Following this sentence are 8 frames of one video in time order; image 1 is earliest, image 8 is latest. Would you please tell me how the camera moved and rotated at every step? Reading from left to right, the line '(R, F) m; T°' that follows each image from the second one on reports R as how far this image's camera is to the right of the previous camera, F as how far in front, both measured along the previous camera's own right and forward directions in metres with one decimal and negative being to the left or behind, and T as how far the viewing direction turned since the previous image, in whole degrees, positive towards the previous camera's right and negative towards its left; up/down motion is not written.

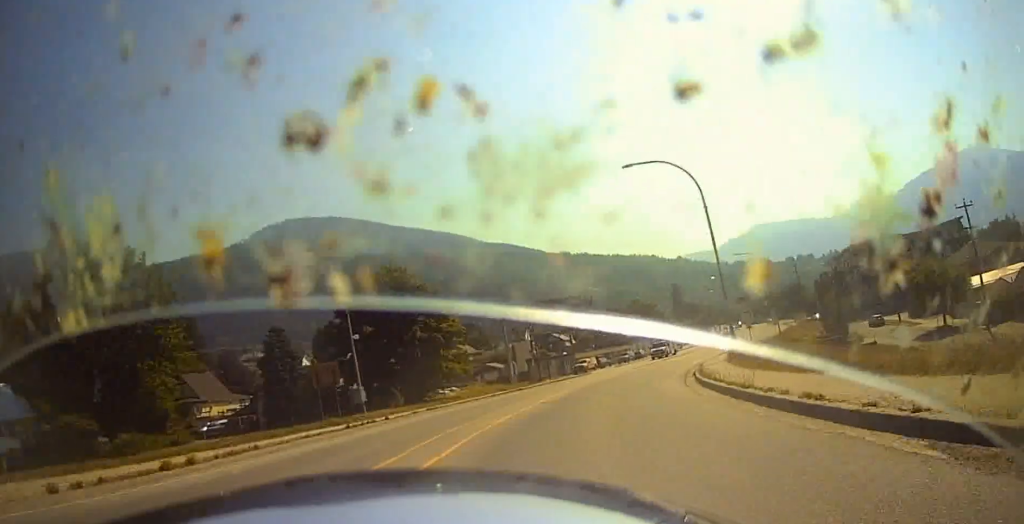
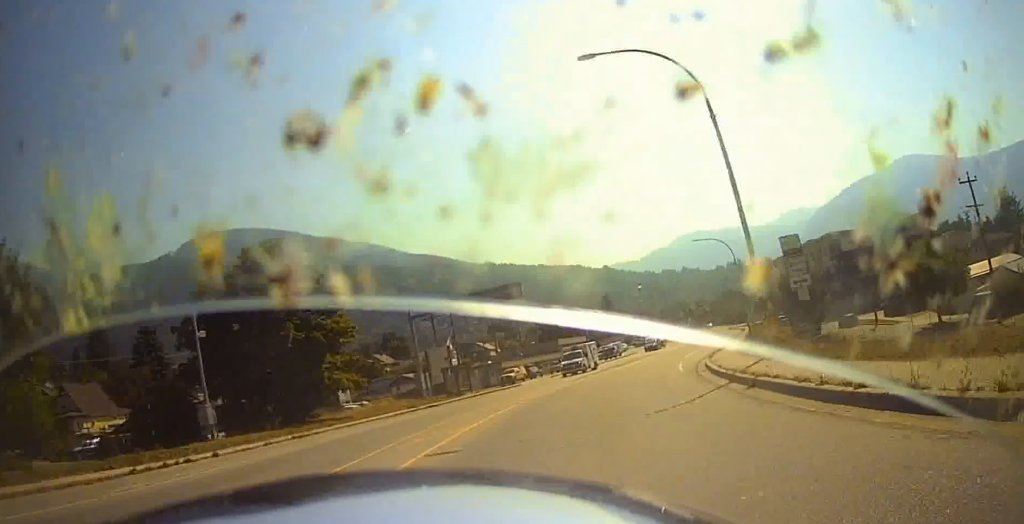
(+1.2, +11.8) m; +8°
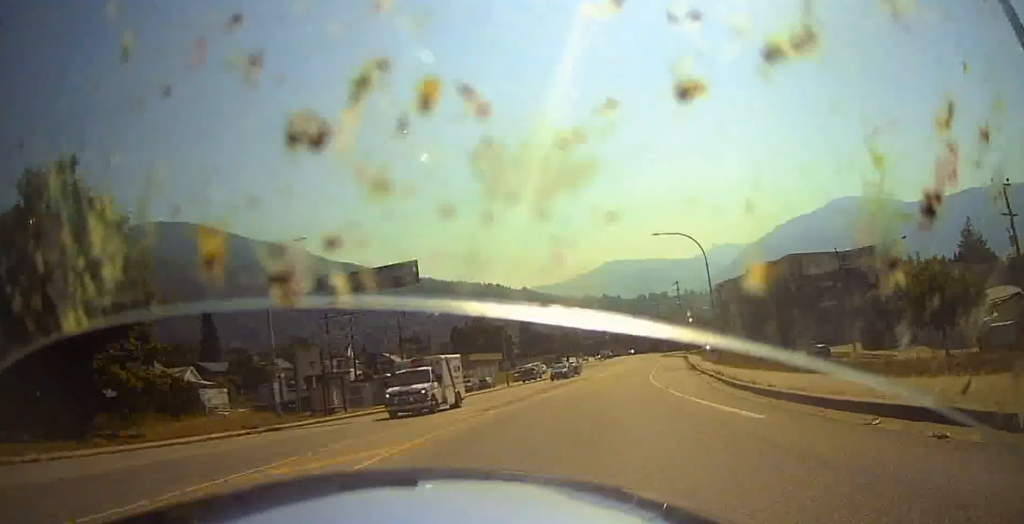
(+1.2, +15.2) m; +6°
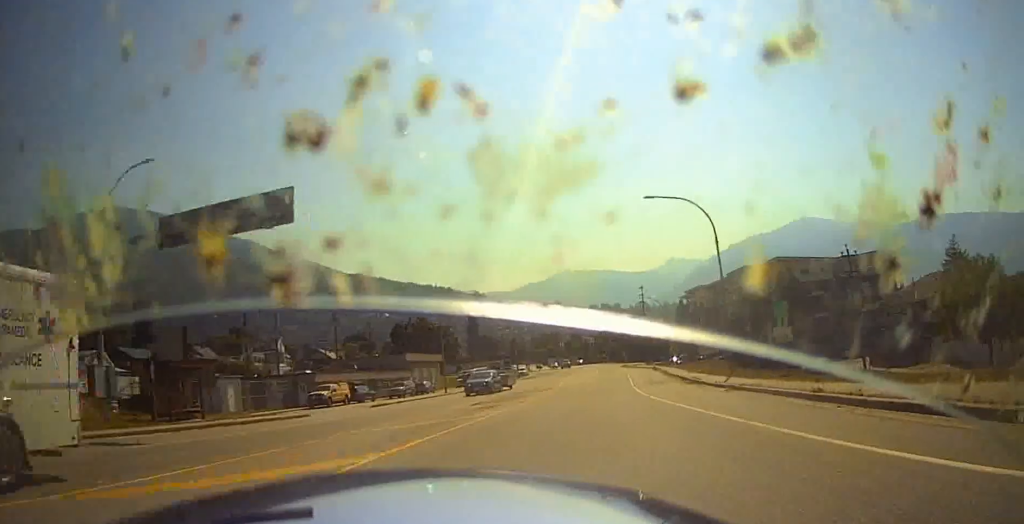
(+0.4, +14.0) m; +3°
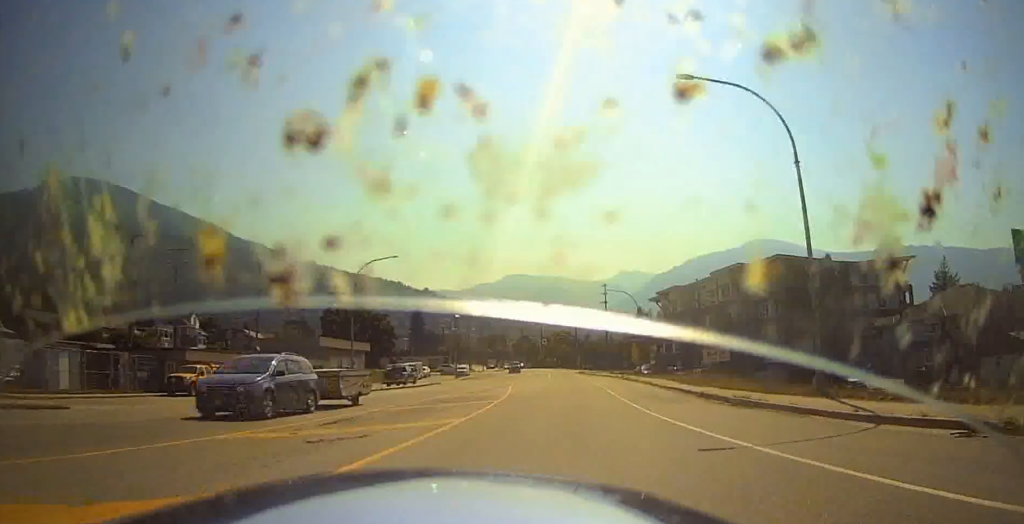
(+0.3, +17.0) m; +1°
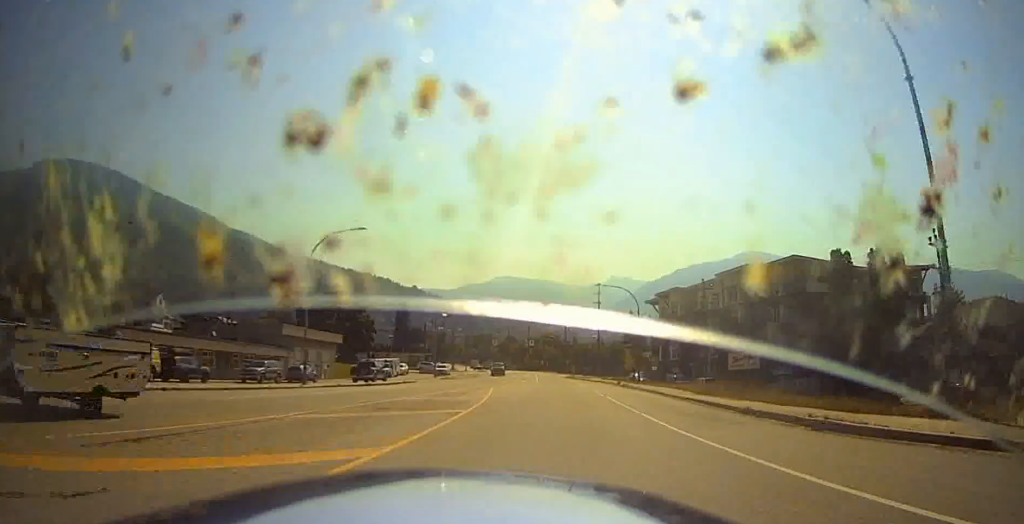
(+0.1, +7.8) m; 0°
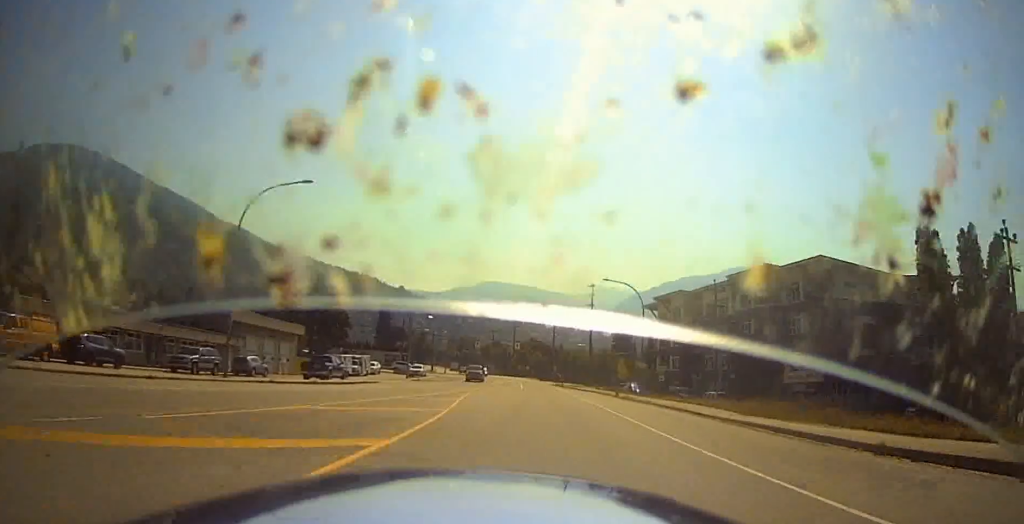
(-0.2, +9.5) m; -1°
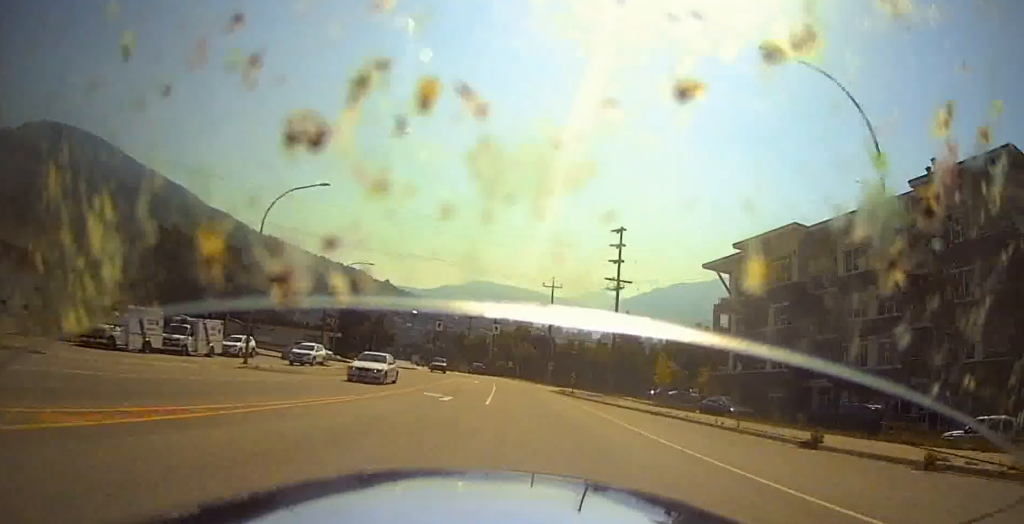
(-2.1, +43.1) m; -4°
